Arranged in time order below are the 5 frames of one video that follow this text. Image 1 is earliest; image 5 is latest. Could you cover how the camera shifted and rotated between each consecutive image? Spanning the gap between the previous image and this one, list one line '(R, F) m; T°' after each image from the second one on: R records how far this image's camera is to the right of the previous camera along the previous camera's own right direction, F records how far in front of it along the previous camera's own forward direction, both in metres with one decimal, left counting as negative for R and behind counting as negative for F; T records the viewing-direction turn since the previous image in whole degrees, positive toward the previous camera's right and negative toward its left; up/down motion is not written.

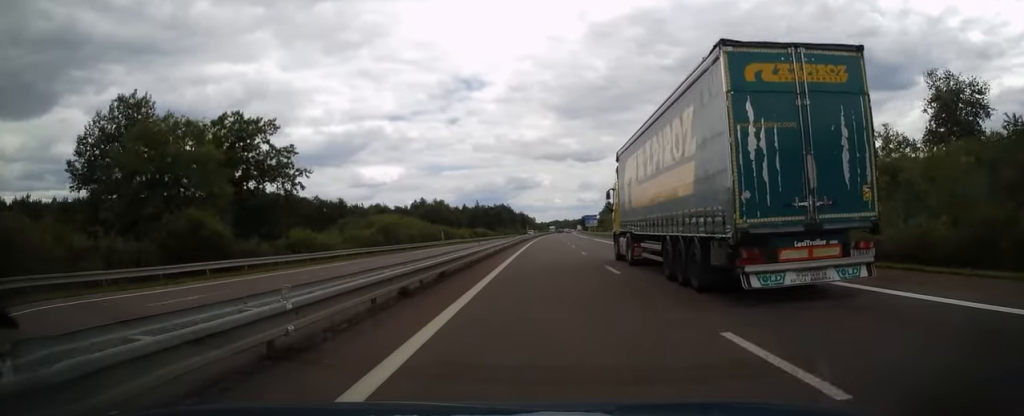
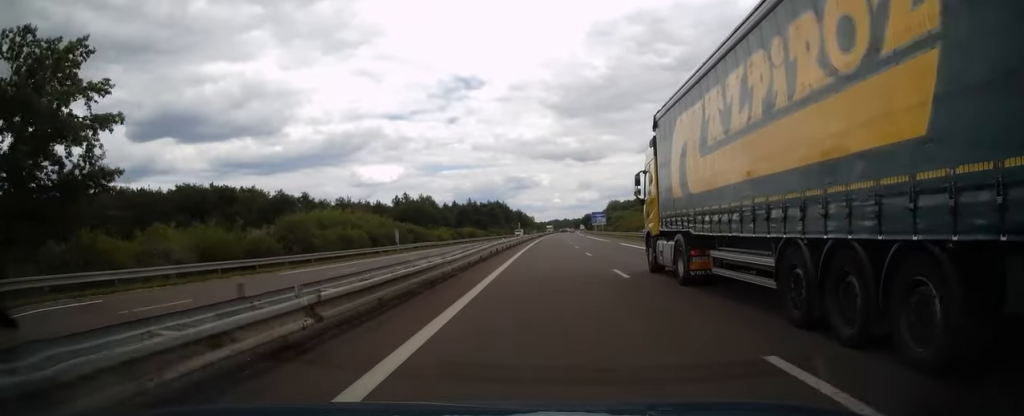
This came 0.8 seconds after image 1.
(0.0, +27.5) m; 0°
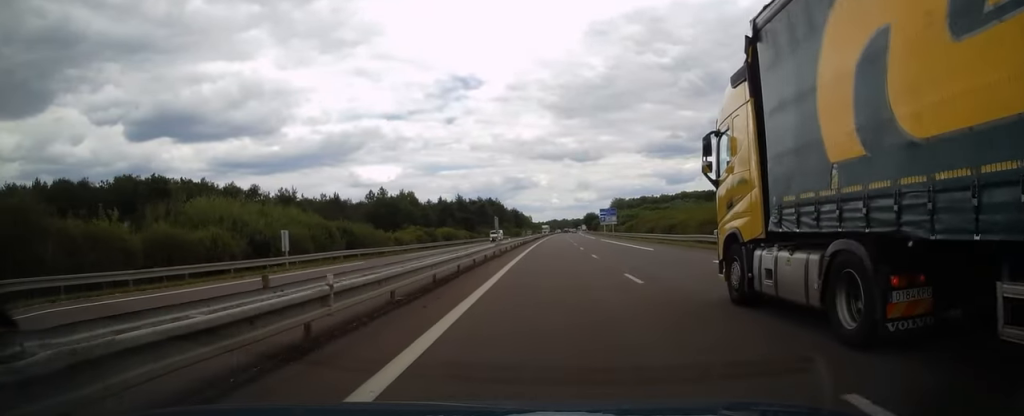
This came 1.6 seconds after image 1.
(0.0, +27.5) m; 0°
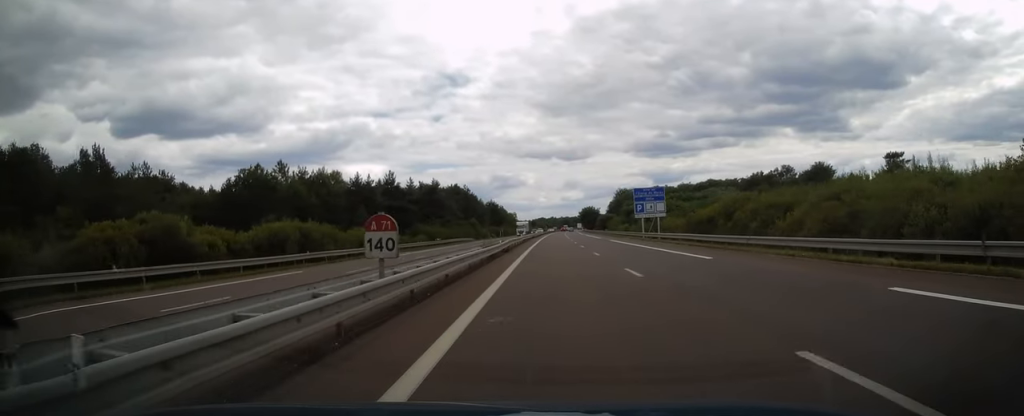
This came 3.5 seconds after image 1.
(+0.4, +63.5) m; +1°
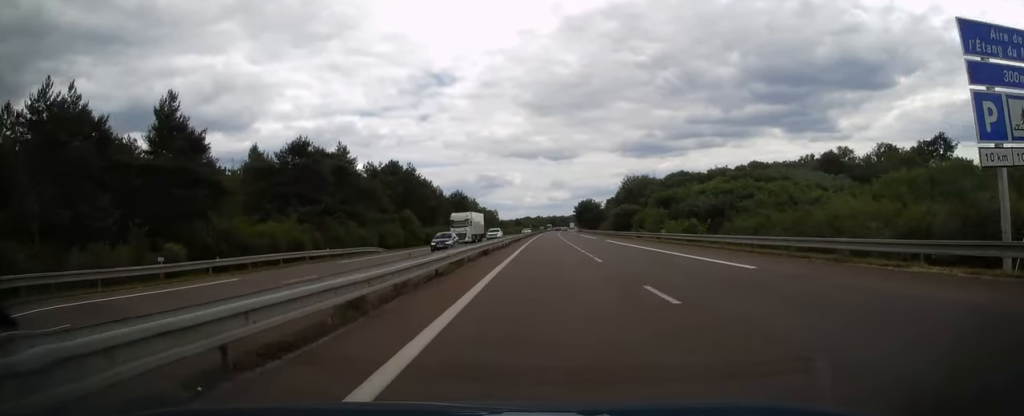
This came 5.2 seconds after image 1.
(+0.7, +57.9) m; +1°
